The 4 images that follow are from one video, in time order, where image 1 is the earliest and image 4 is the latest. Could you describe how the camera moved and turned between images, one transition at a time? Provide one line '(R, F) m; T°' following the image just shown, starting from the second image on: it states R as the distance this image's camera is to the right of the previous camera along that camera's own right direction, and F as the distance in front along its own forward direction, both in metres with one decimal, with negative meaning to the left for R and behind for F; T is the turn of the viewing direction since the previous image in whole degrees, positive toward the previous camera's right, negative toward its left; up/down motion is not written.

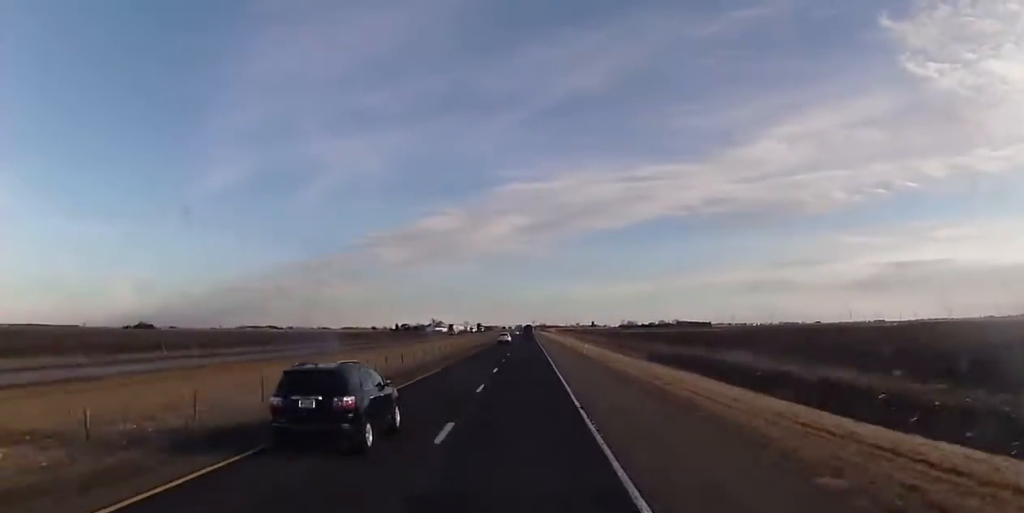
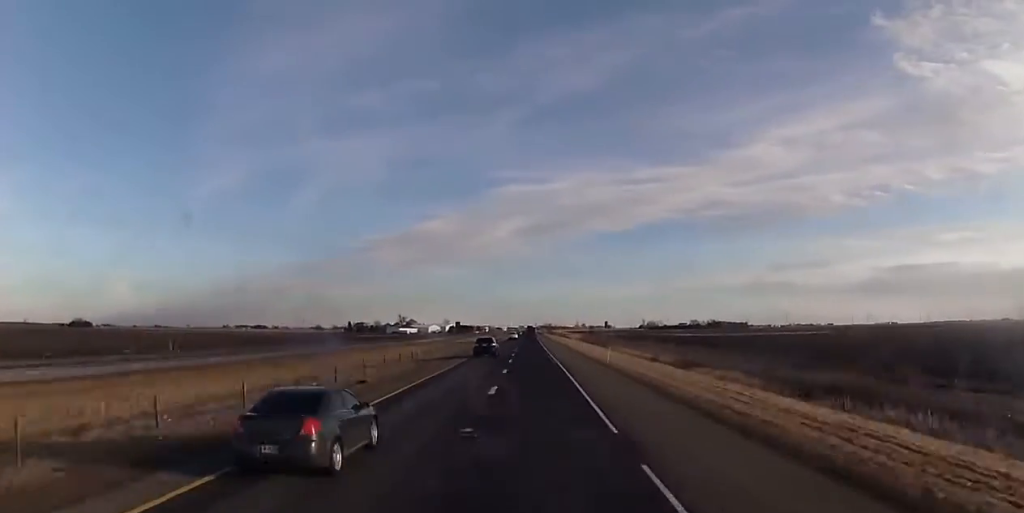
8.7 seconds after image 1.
(-0.3, +250.6) m; 0°
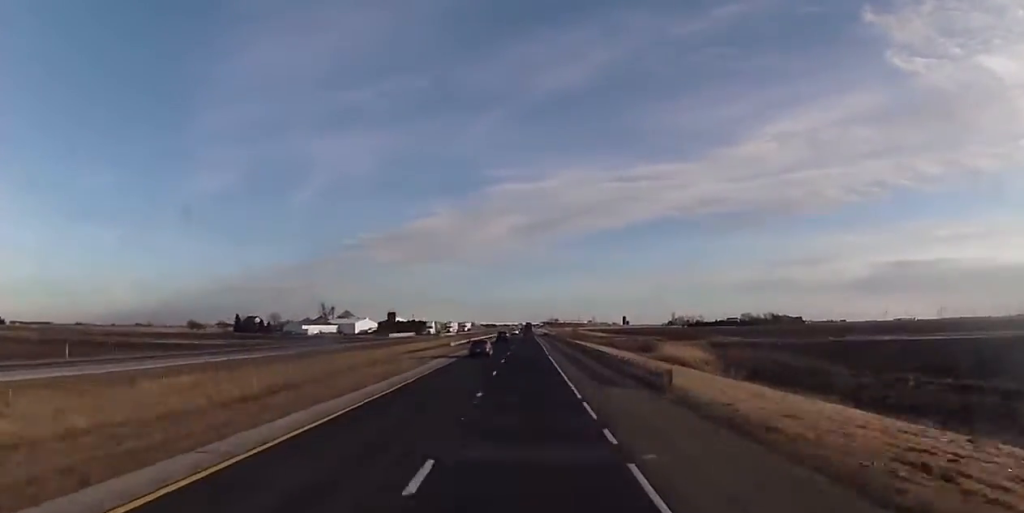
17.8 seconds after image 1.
(-0.2, +261.0) m; 0°
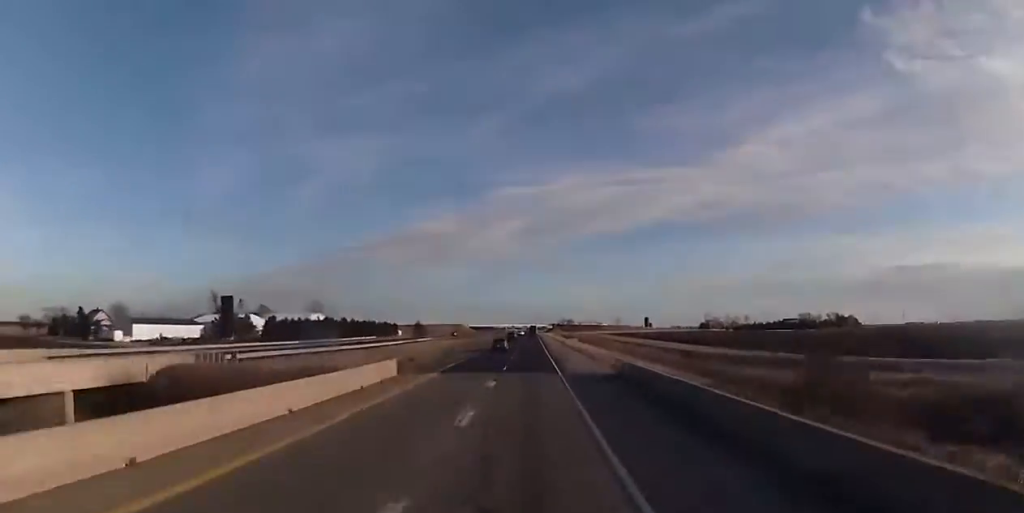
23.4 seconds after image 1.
(+0.8, +166.0) m; 0°
